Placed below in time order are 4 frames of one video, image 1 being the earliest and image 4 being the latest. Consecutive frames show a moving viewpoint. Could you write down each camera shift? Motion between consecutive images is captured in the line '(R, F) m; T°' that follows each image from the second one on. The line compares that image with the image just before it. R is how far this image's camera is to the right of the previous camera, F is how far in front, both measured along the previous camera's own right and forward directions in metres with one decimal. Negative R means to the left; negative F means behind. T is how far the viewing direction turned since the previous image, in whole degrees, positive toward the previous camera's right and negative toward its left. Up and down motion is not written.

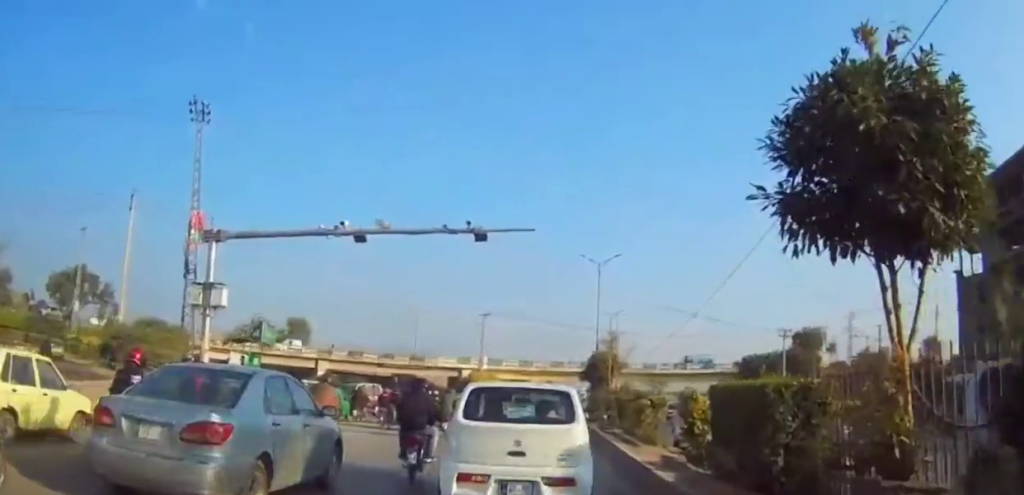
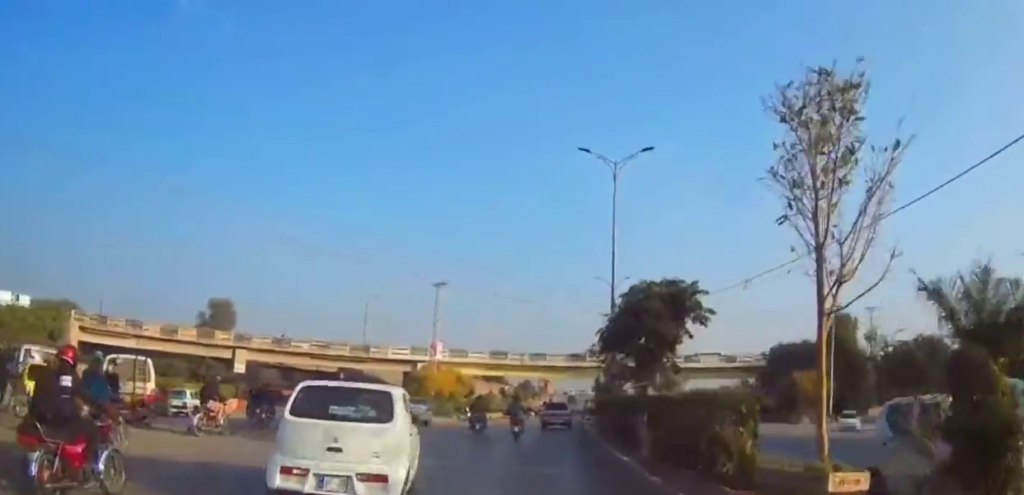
(+0.2, +25.3) m; 0°
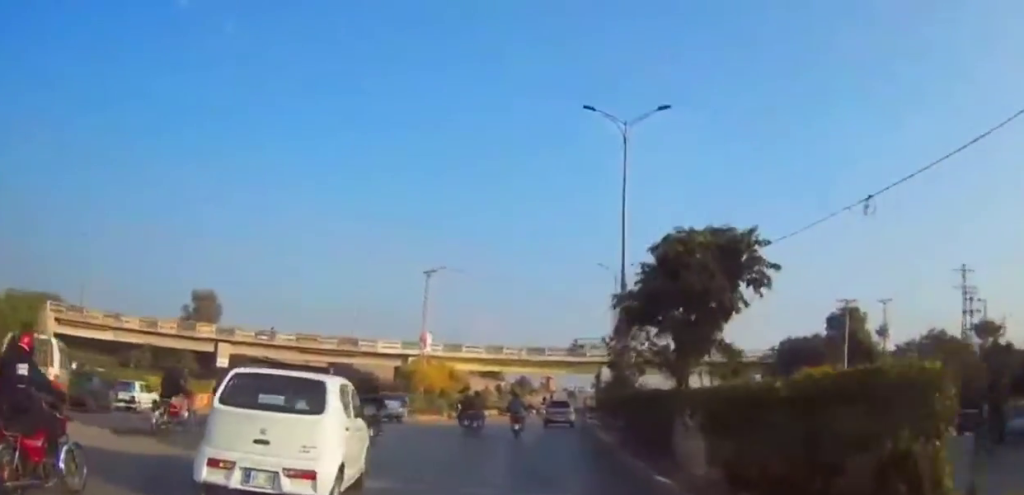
(-0.1, +4.6) m; 0°
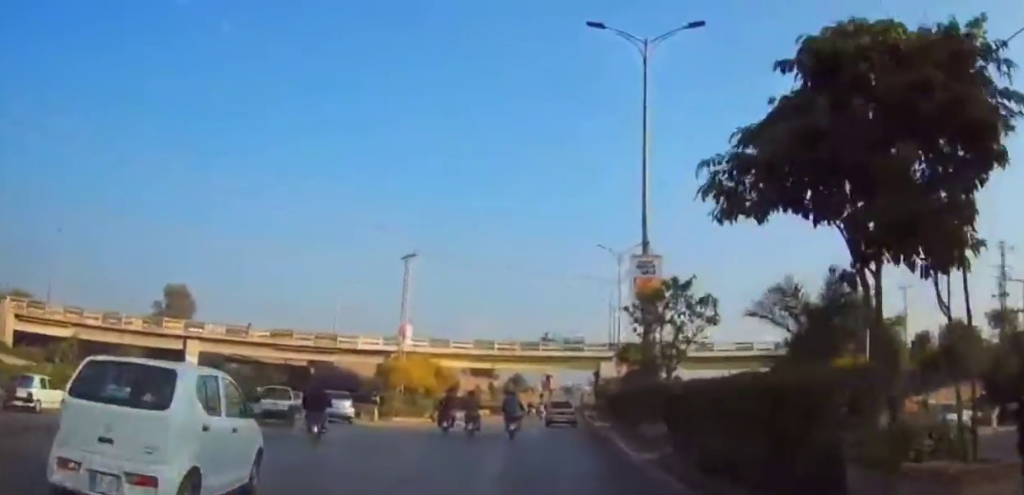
(0.0, +6.4) m; +1°
